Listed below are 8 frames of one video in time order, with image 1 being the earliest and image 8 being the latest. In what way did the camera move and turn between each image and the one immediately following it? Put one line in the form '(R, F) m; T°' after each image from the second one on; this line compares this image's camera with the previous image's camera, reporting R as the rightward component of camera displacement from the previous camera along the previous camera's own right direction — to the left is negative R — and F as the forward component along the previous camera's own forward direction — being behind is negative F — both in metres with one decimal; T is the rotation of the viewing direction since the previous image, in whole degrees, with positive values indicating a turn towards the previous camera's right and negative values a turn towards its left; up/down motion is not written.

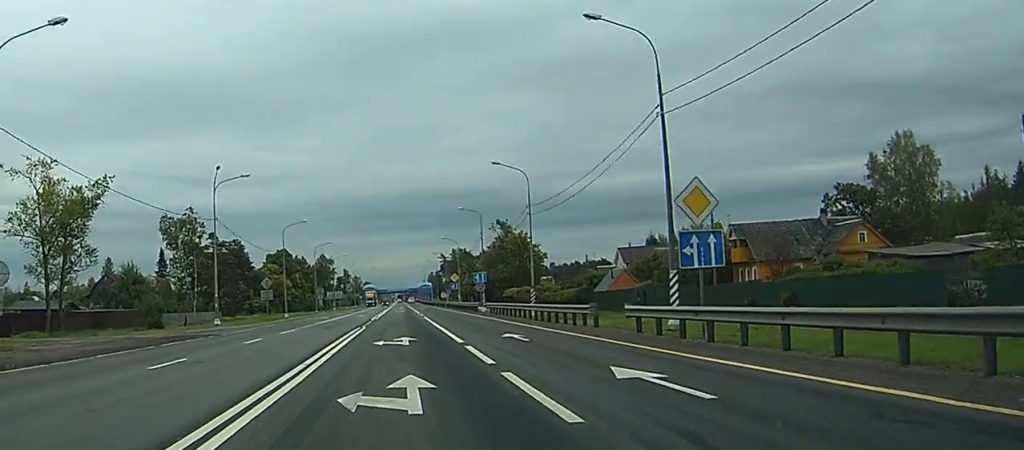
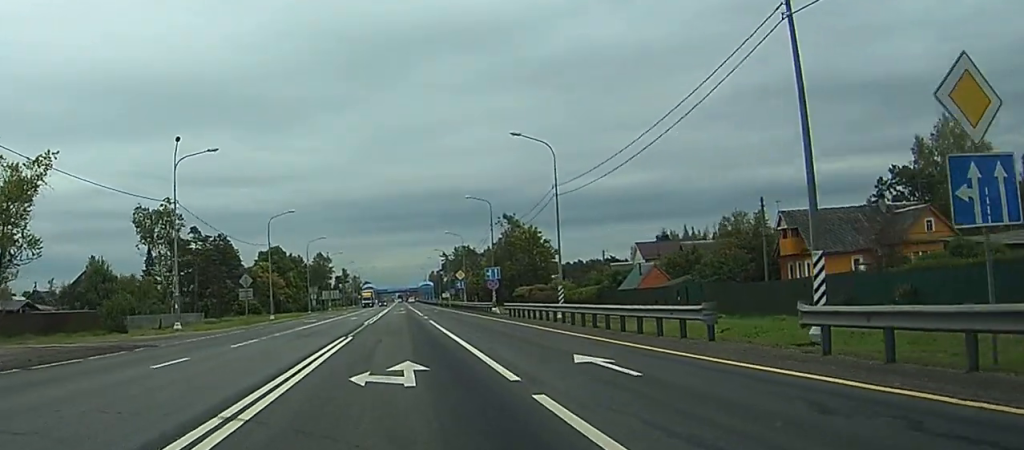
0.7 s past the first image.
(+0.1, +11.7) m; 0°
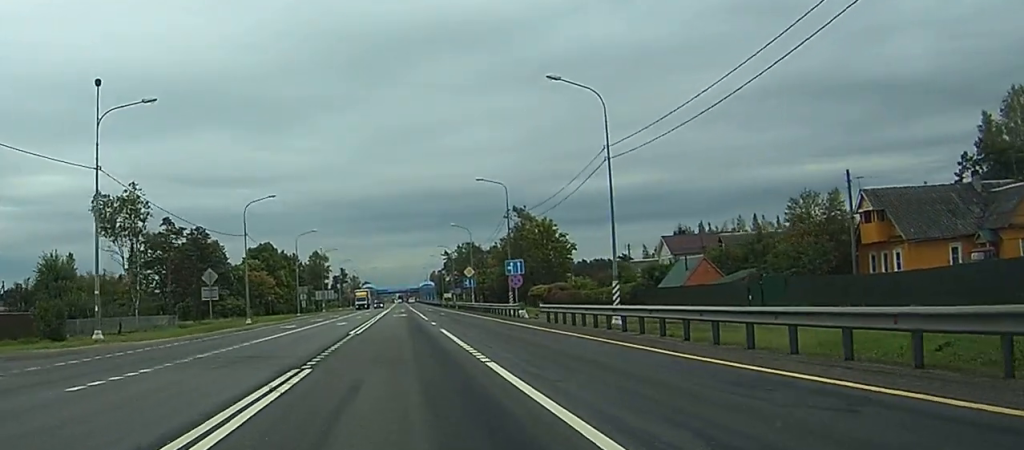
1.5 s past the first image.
(0.0, +14.1) m; 0°
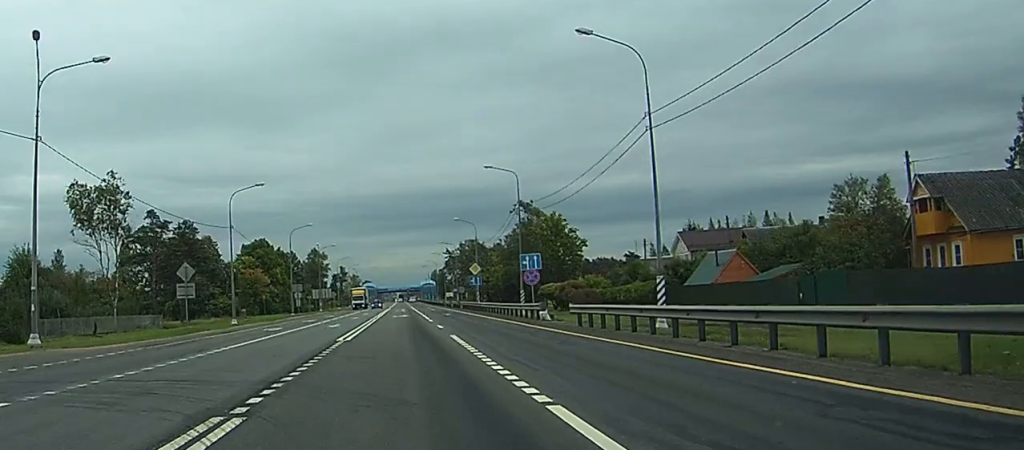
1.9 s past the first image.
(0.0, +7.1) m; 0°
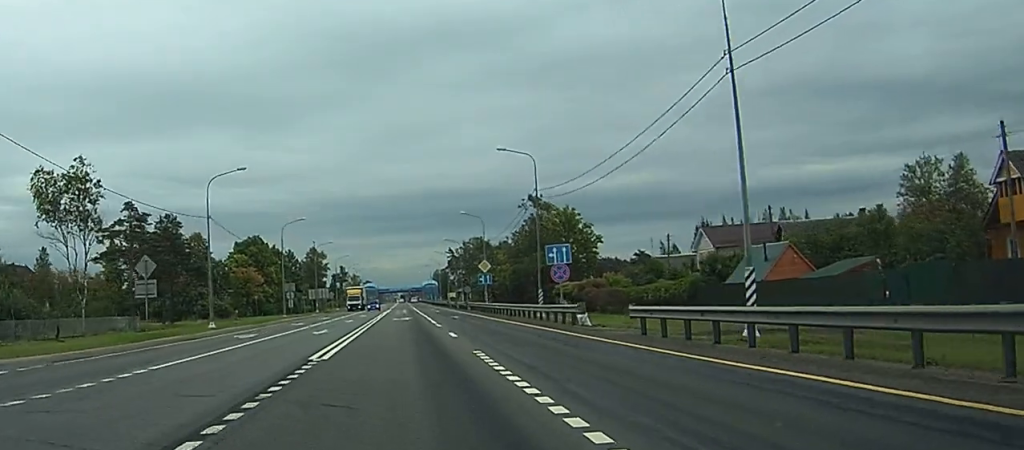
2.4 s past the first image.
(0.0, +8.8) m; 0°
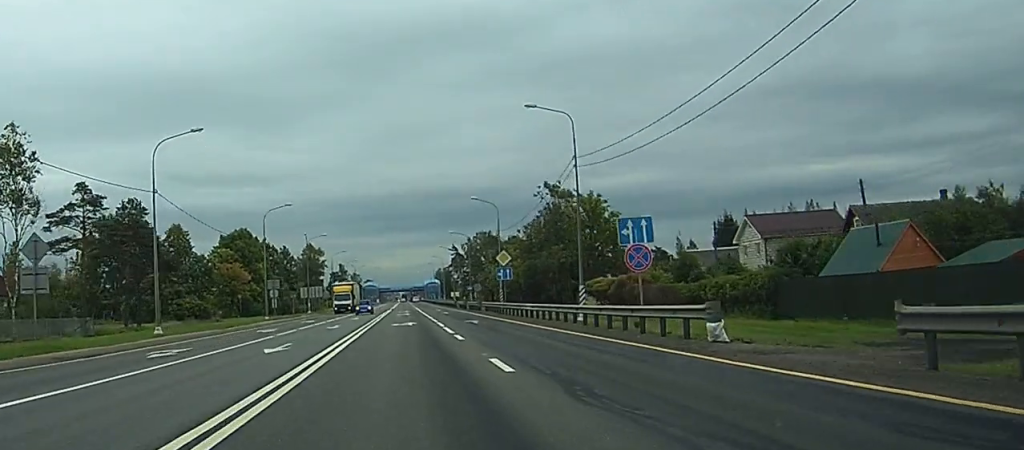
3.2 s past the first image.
(0.0, +14.2) m; +1°
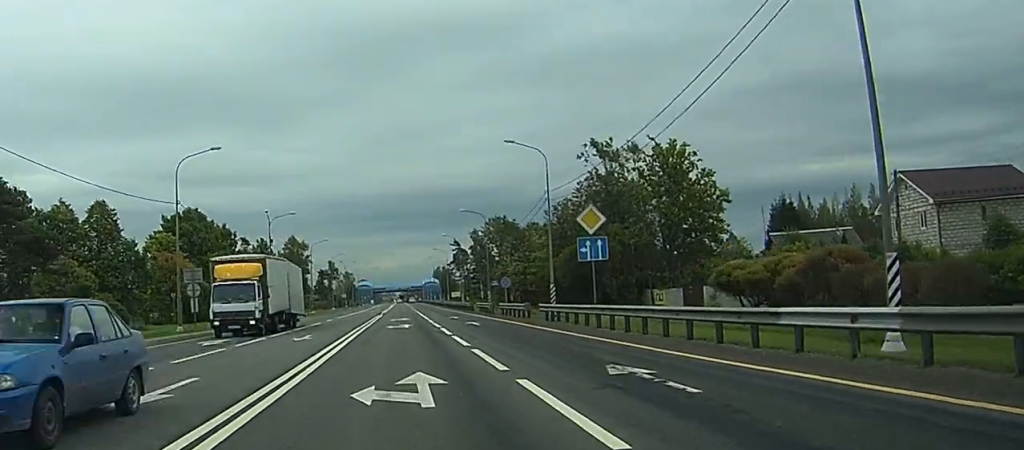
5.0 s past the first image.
(-0.7, +32.4) m; -2°
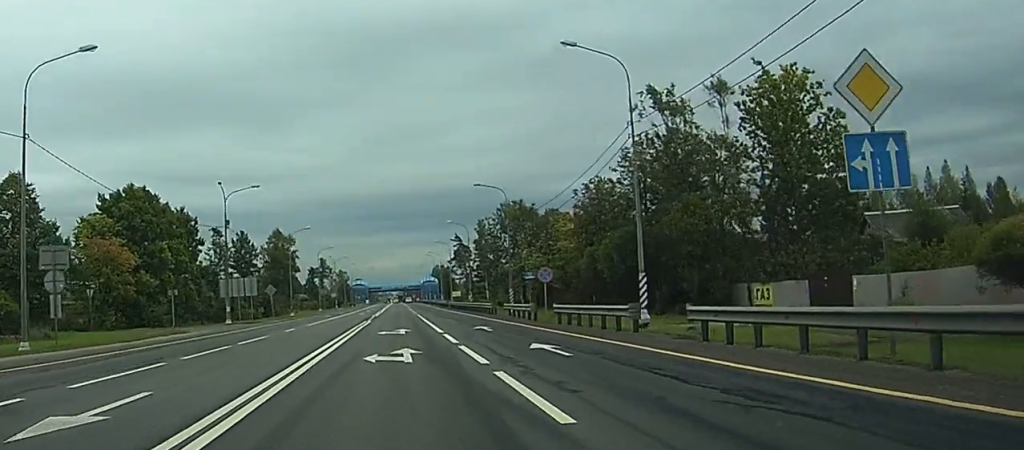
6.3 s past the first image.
(+0.3, +22.3) m; +1°
